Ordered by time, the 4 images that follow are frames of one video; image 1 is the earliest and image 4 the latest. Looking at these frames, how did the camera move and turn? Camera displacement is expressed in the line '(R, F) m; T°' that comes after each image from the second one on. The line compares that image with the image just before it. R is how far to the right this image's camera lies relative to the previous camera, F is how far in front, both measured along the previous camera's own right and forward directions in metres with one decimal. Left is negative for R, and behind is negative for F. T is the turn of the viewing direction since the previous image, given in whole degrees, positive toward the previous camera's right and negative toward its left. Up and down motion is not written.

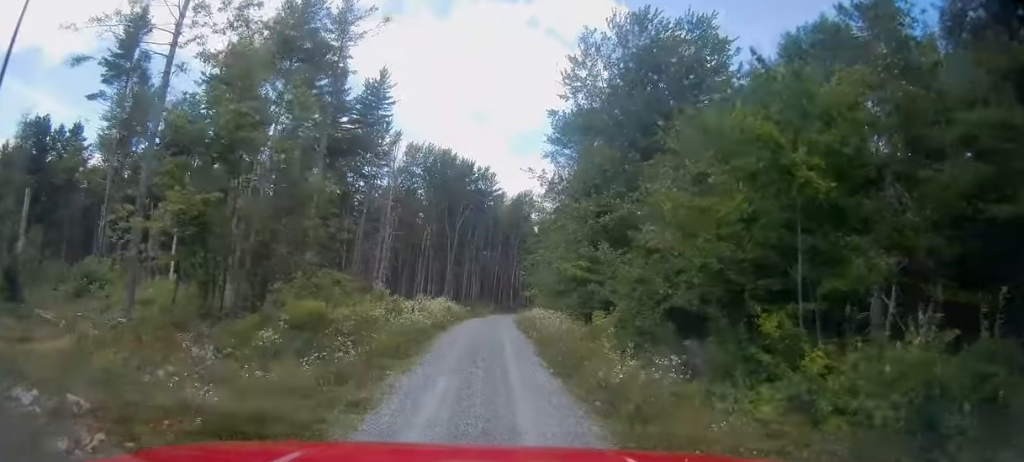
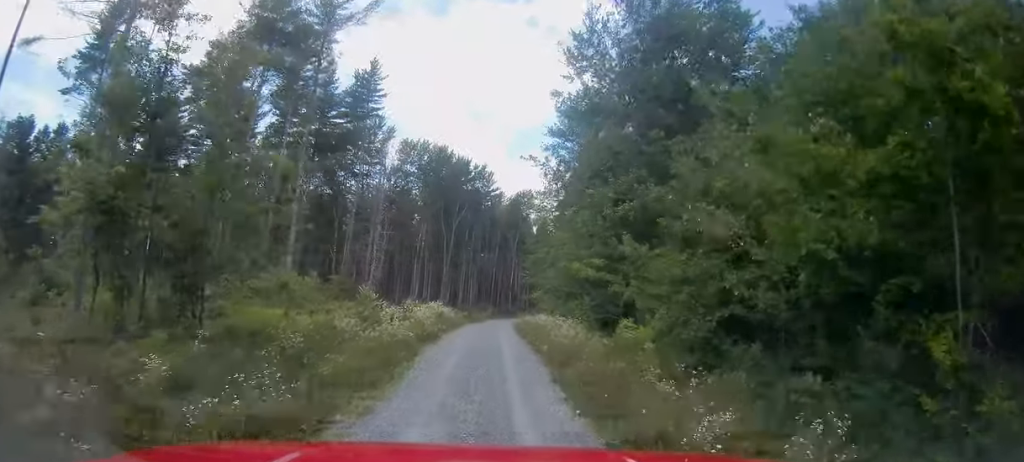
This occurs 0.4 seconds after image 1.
(+0.1, +4.1) m; +1°
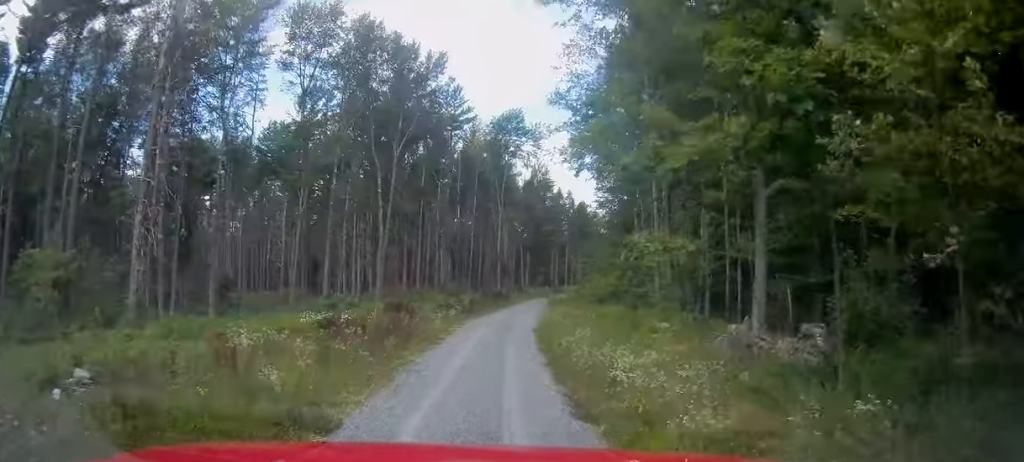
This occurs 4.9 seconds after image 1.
(+1.0, +41.7) m; +2°
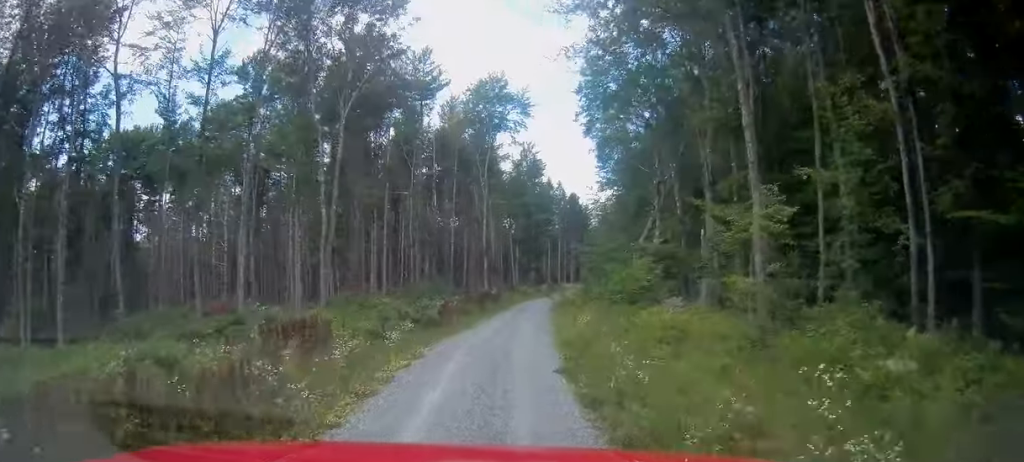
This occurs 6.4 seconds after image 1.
(-0.1, +14.2) m; 0°
